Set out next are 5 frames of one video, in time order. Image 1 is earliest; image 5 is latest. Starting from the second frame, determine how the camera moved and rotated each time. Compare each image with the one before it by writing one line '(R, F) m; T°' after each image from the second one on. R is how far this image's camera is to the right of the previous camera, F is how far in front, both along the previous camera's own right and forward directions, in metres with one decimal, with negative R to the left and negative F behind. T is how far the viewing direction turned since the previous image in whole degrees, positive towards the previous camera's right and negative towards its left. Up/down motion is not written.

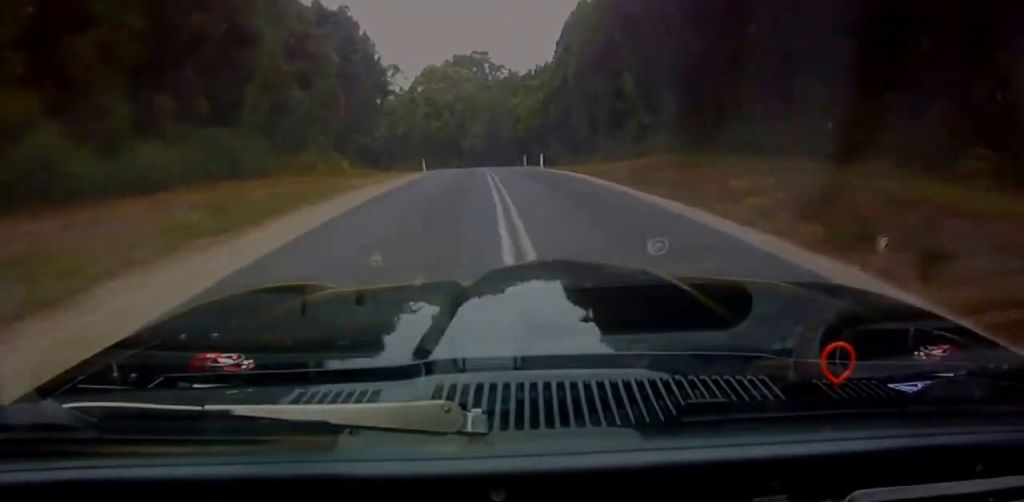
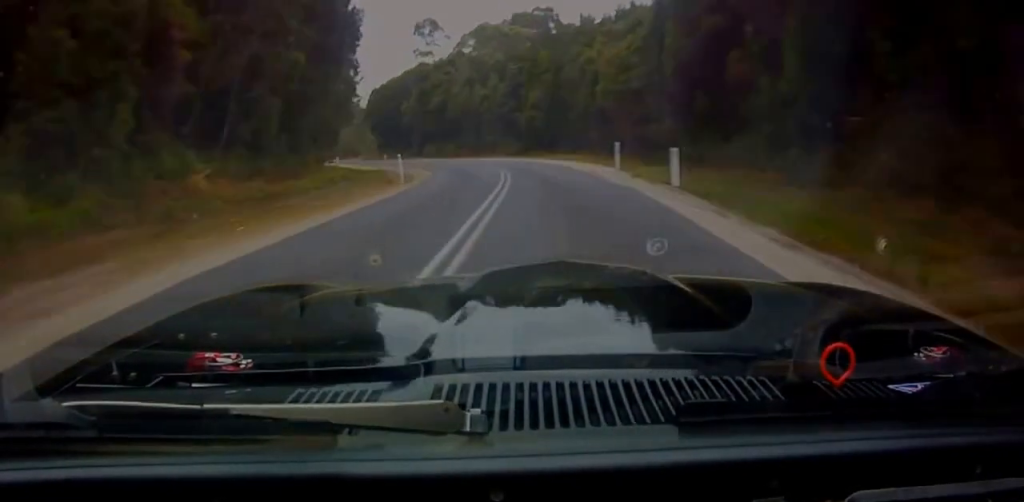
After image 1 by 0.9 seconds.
(-2.0, +28.7) m; -11°
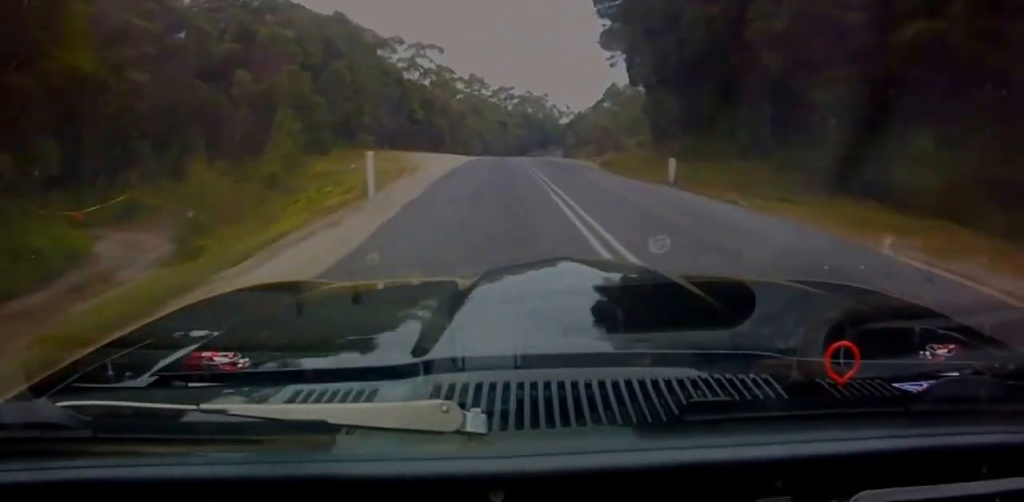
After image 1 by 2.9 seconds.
(-17.0, +72.9) m; -19°
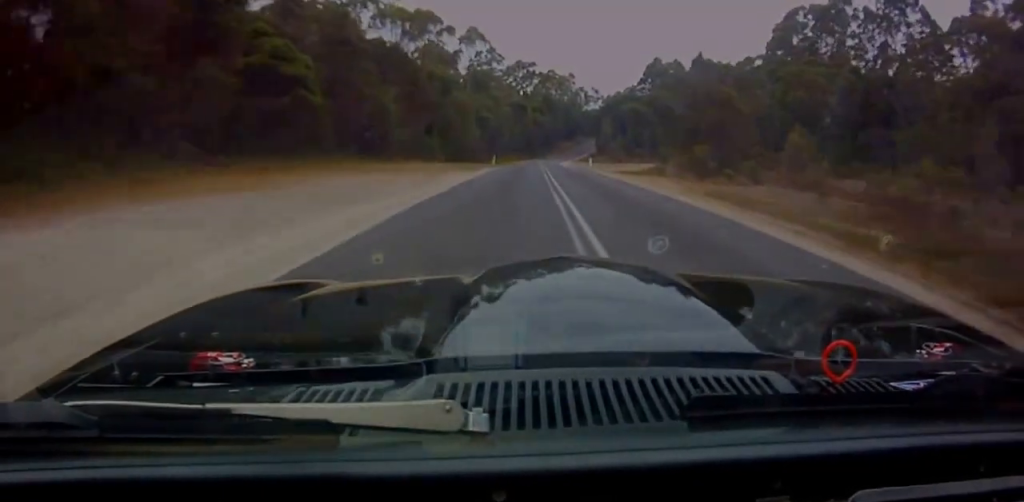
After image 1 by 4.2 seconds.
(-1.0, +53.5) m; -1°
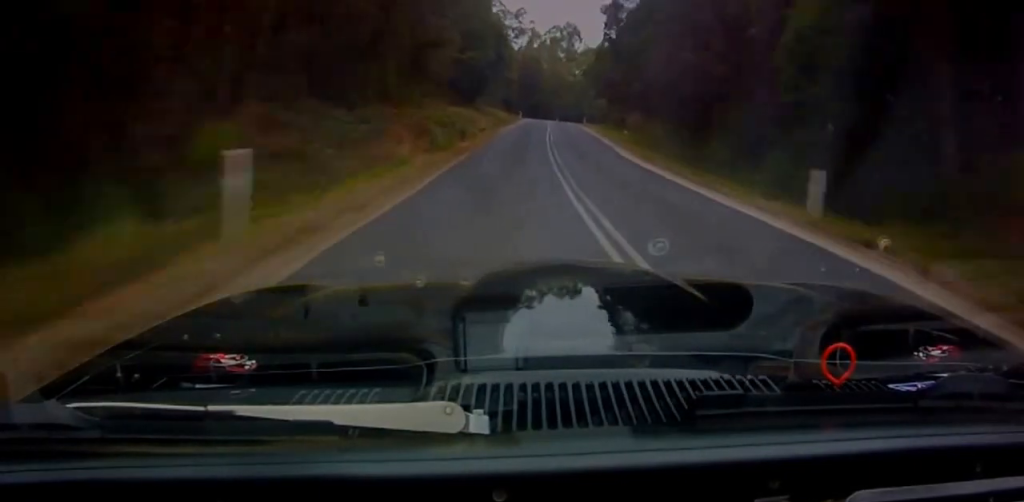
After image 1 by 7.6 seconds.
(+12.1, +160.1) m; +10°
